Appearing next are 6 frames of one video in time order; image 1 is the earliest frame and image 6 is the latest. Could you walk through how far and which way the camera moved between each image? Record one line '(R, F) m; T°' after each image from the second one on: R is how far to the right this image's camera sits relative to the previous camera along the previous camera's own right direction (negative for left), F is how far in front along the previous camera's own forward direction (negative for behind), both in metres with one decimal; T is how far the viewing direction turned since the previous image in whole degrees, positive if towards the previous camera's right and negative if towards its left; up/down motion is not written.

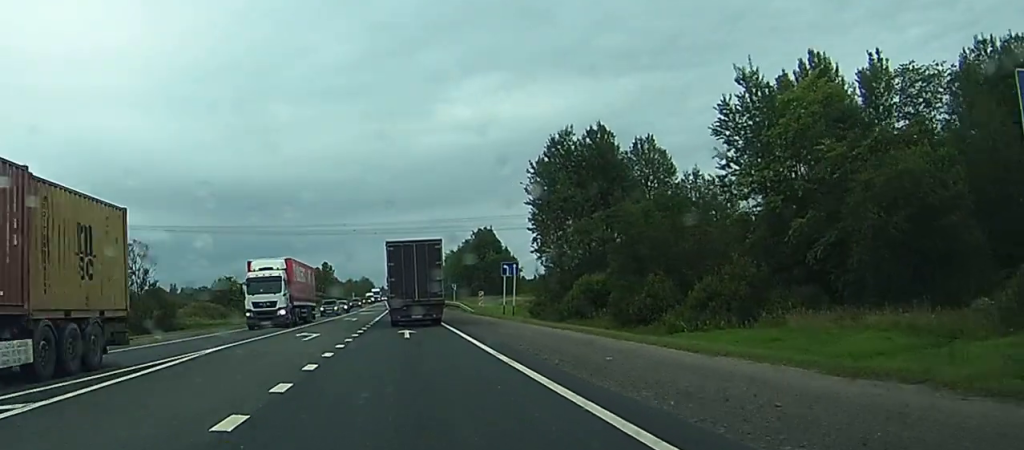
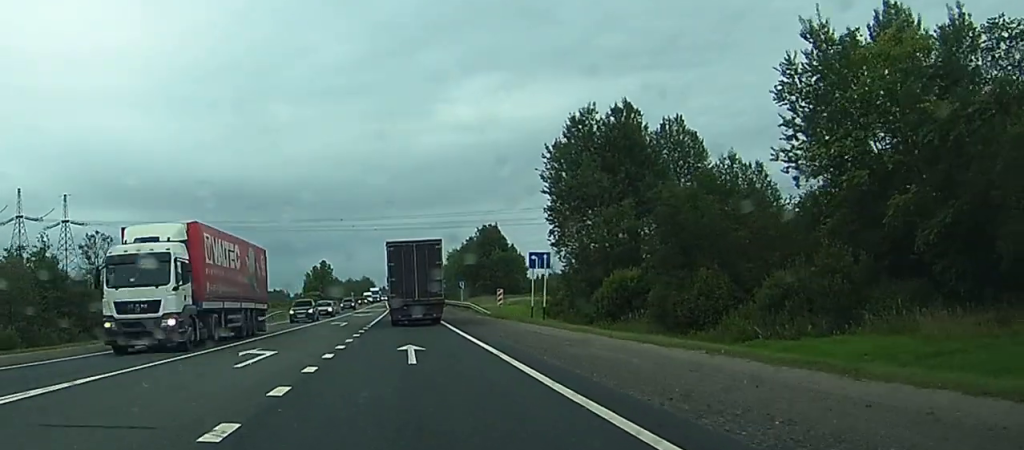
(-0.2, +12.4) m; 0°
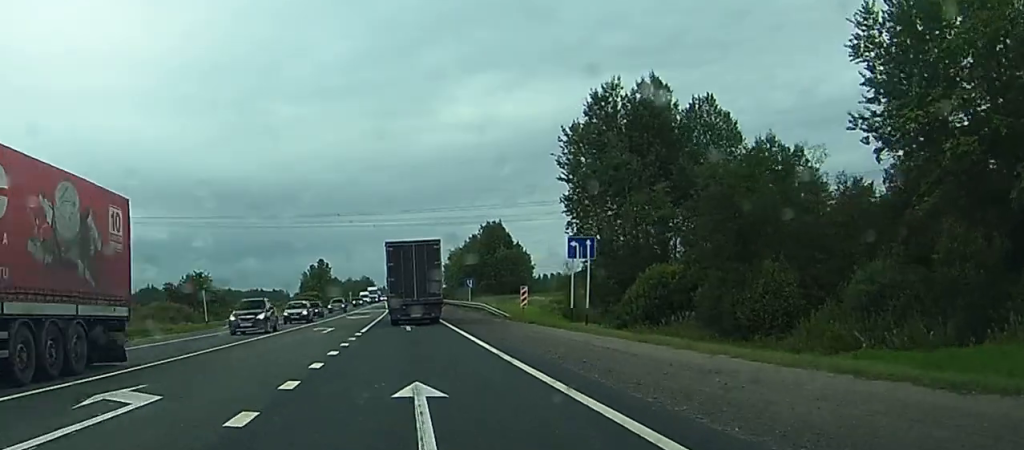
(+0.3, +10.8) m; 0°
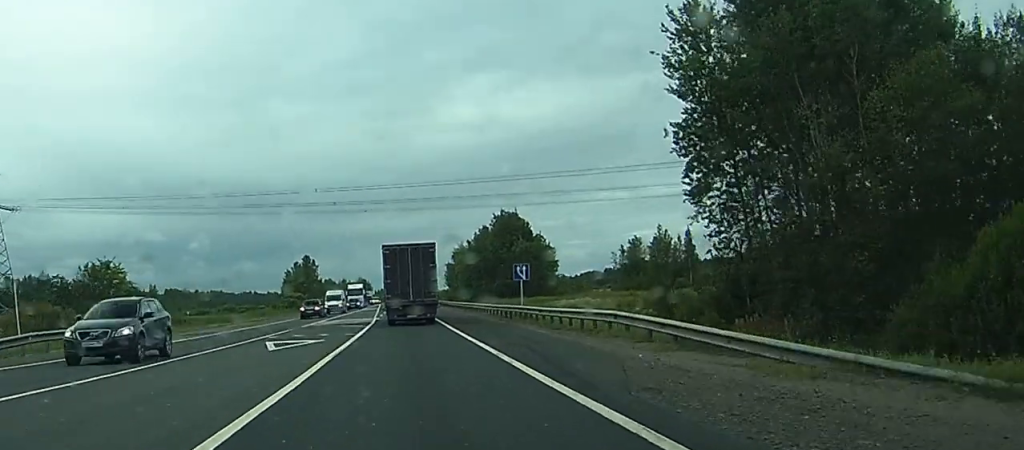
(-0.1, +39.9) m; -1°
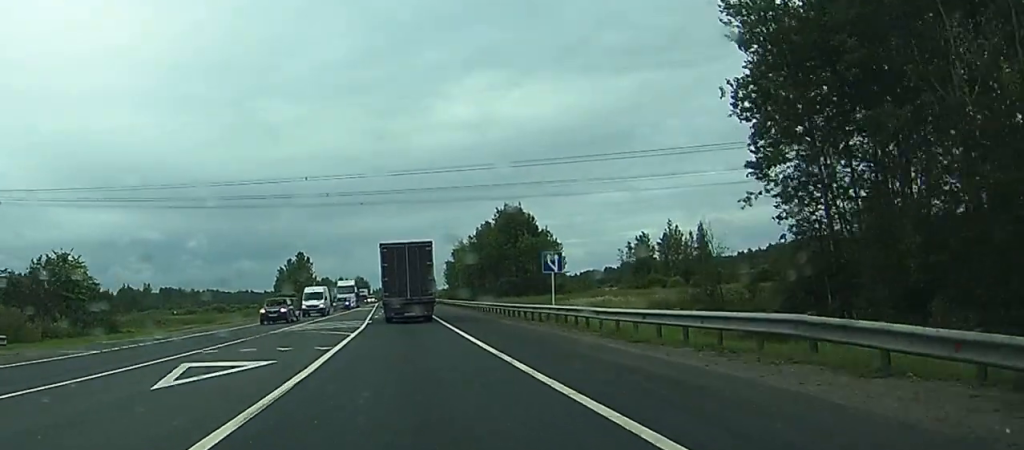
(0.0, +11.0) m; 0°
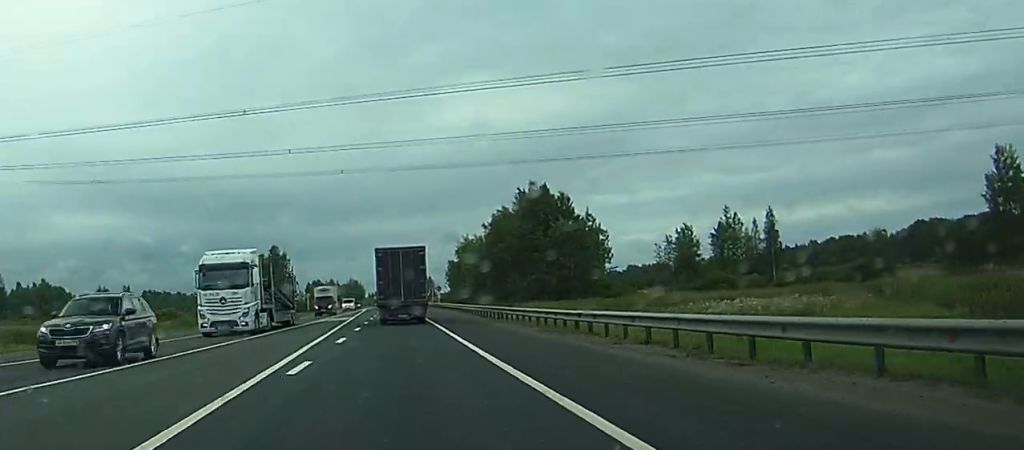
(+0.1, +43.6) m; +1°
